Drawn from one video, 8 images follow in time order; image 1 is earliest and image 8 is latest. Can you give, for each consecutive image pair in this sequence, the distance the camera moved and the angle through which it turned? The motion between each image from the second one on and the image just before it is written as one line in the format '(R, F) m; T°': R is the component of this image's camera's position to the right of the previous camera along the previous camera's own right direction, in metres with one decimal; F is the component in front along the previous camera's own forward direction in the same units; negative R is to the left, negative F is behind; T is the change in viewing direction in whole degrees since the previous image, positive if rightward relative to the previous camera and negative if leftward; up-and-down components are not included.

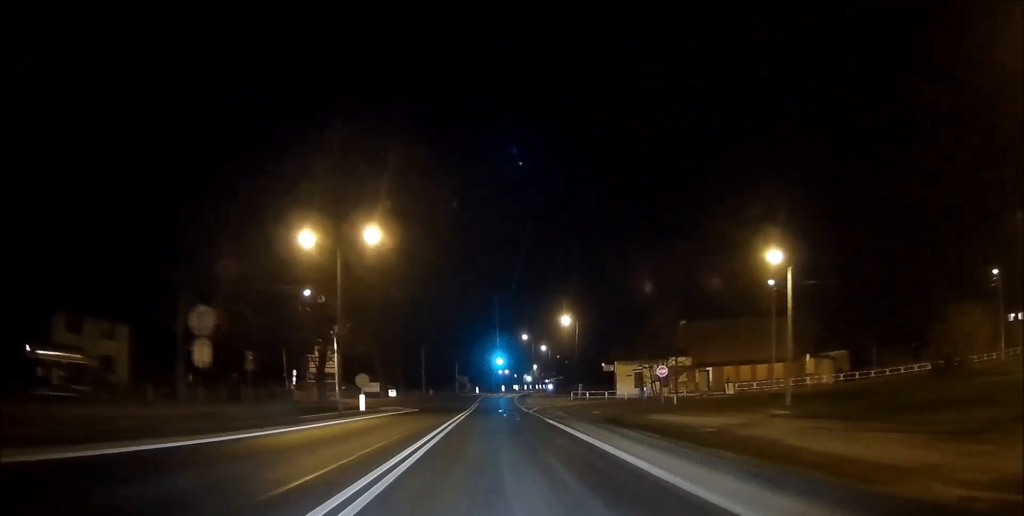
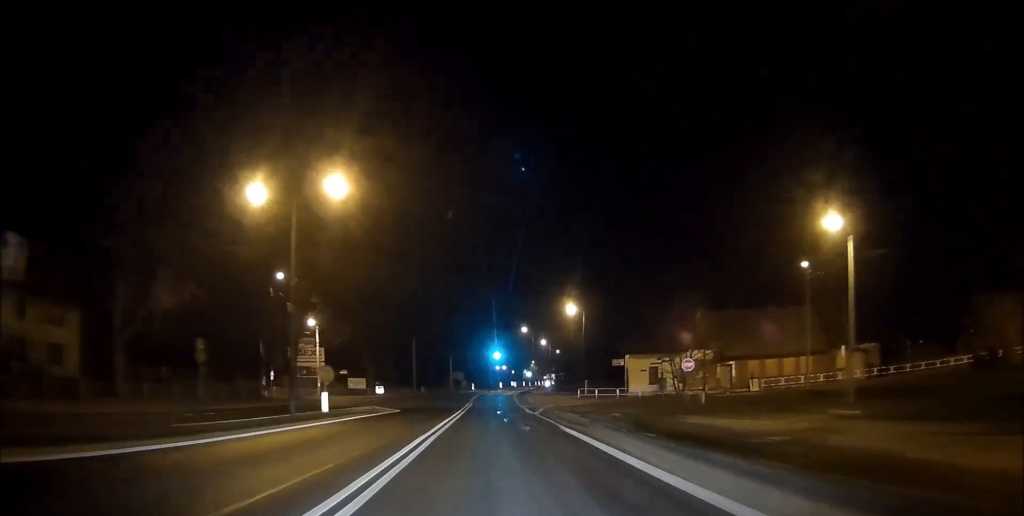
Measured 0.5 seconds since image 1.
(0.0, +8.2) m; 0°
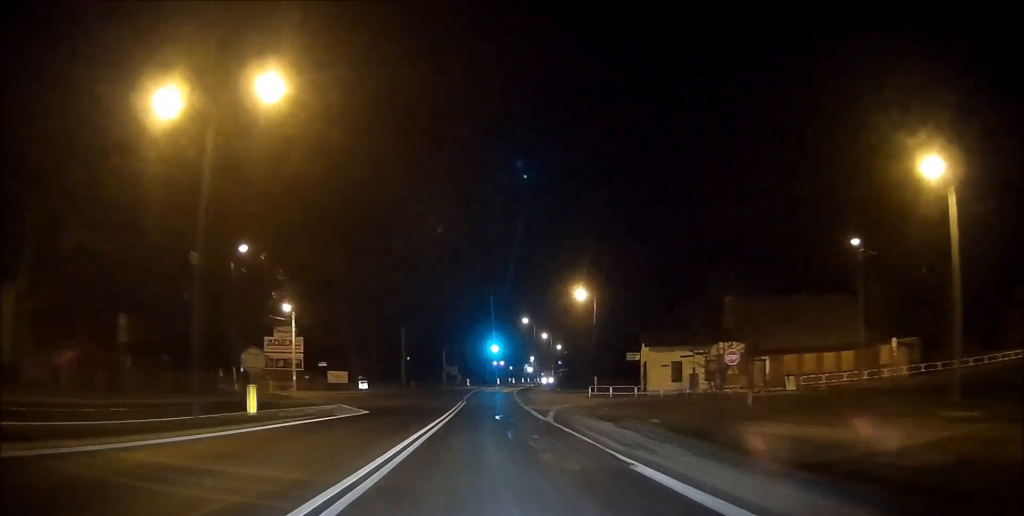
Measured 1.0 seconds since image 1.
(+0.1, +9.4) m; 0°
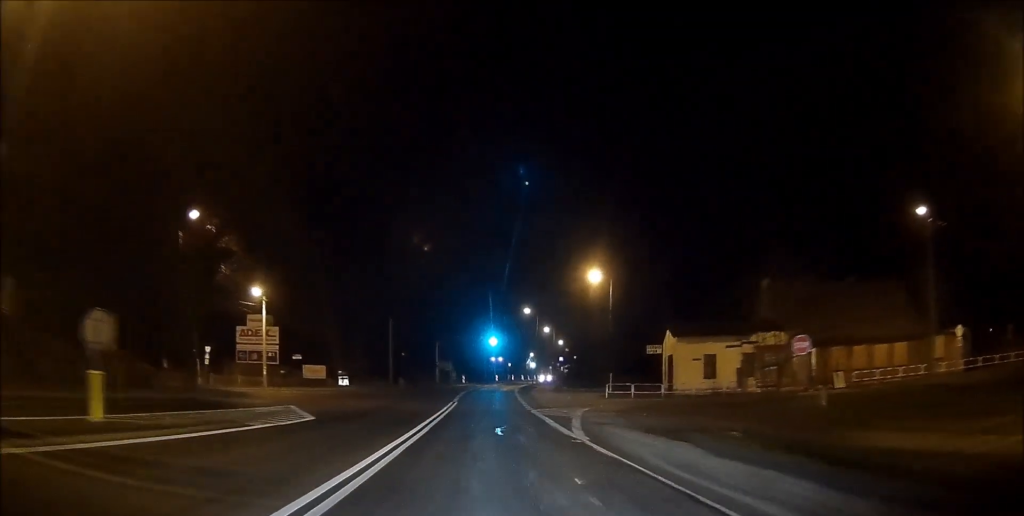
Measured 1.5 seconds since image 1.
(0.0, +9.4) m; 0°
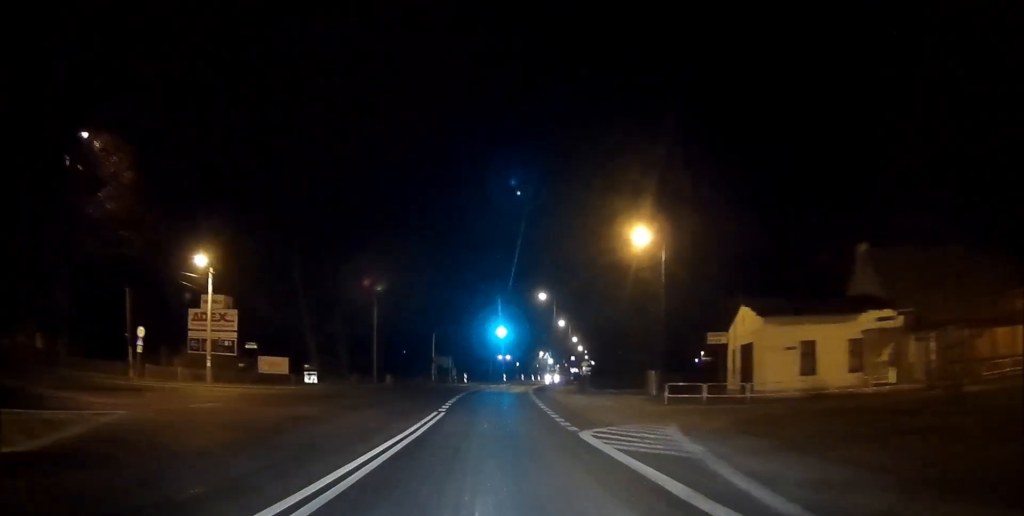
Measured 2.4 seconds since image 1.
(0.0, +14.8) m; 0°
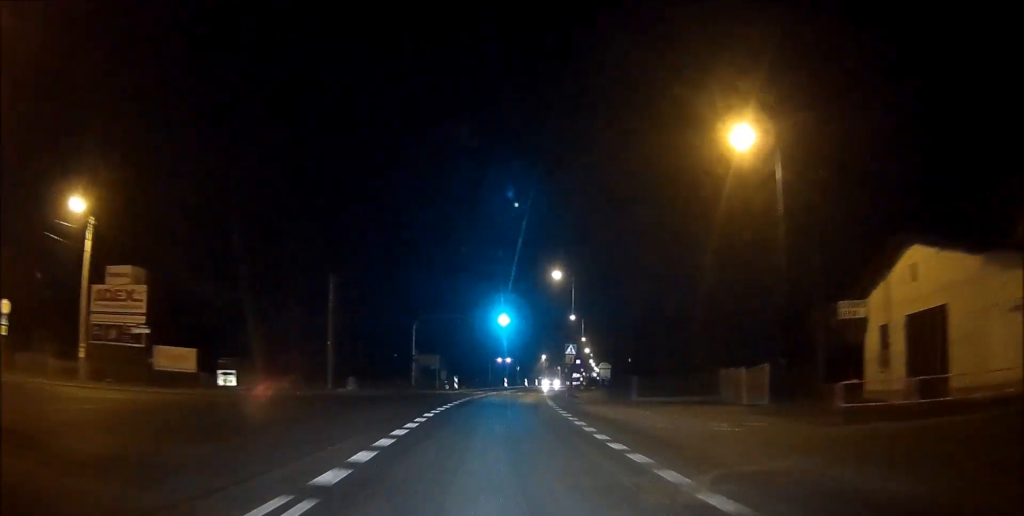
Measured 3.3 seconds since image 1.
(0.0, +17.2) m; 0°
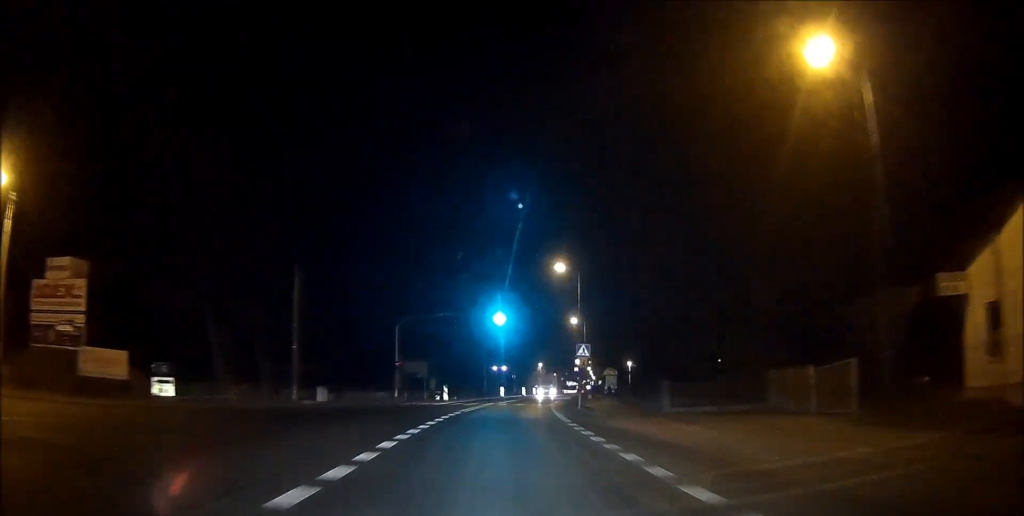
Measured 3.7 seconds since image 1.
(0.0, +7.1) m; 0°
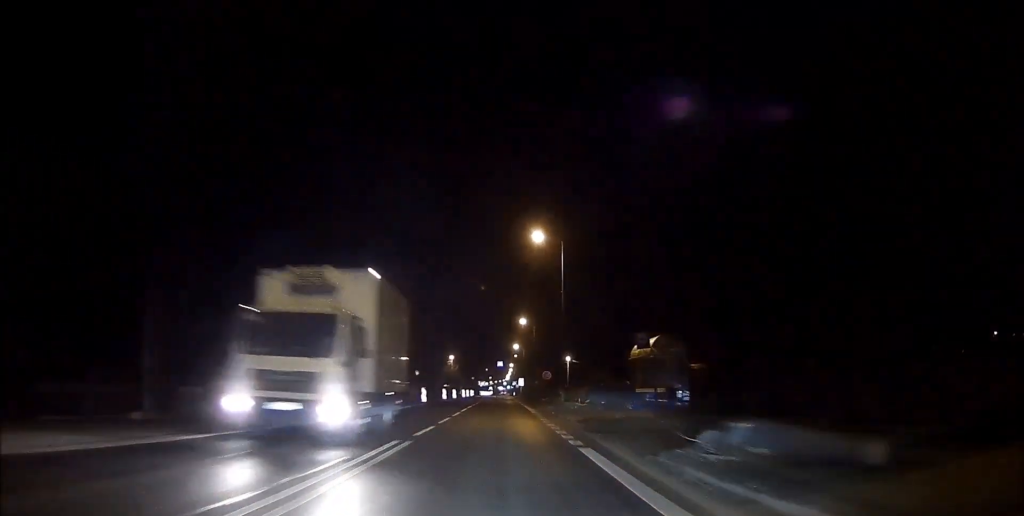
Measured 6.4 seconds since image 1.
(+2.1, +48.1) m; +6°
